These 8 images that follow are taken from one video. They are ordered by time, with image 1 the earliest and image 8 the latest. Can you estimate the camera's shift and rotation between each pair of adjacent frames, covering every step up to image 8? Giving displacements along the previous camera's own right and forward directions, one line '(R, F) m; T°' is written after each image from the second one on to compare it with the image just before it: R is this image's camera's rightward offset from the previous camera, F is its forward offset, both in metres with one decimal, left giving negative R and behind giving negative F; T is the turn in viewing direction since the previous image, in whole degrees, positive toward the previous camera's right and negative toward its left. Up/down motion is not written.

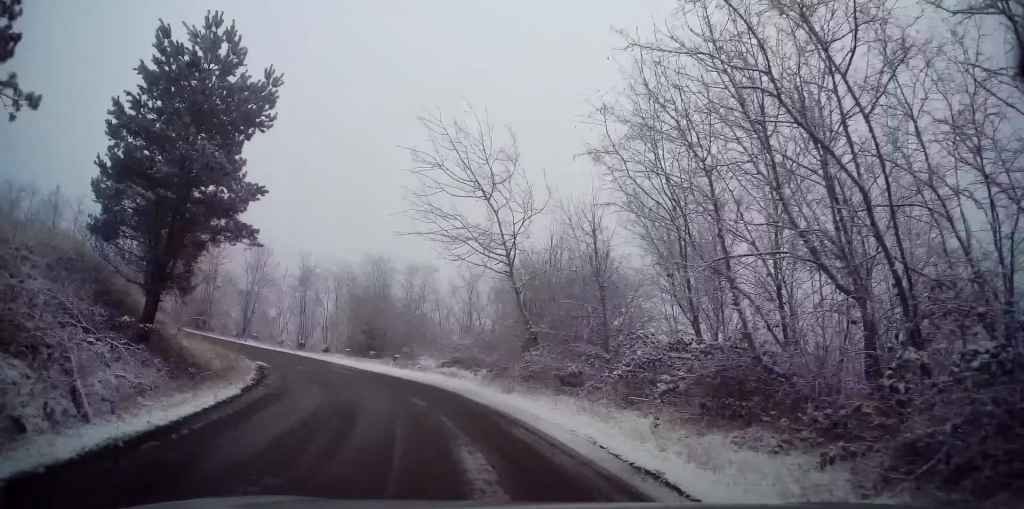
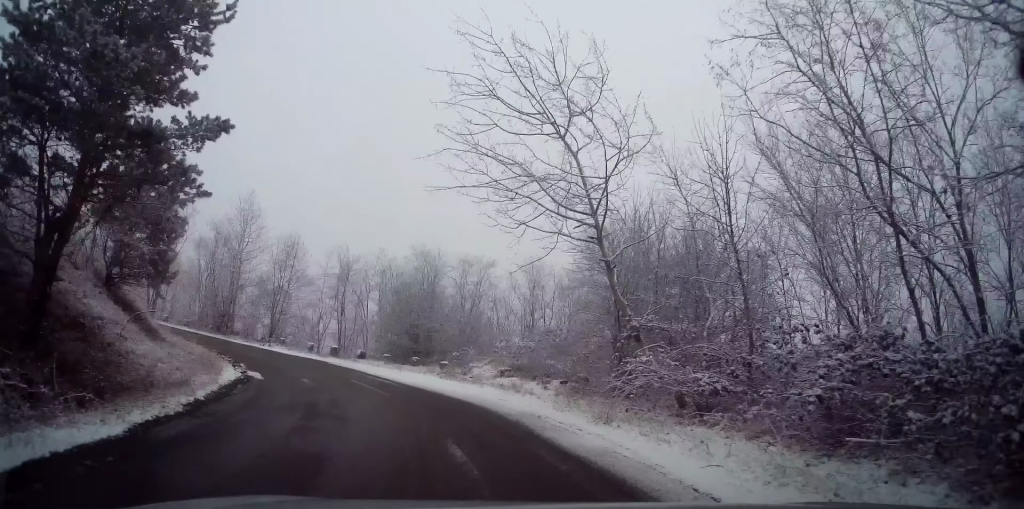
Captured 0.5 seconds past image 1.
(-0.7, +5.4) m; -6°
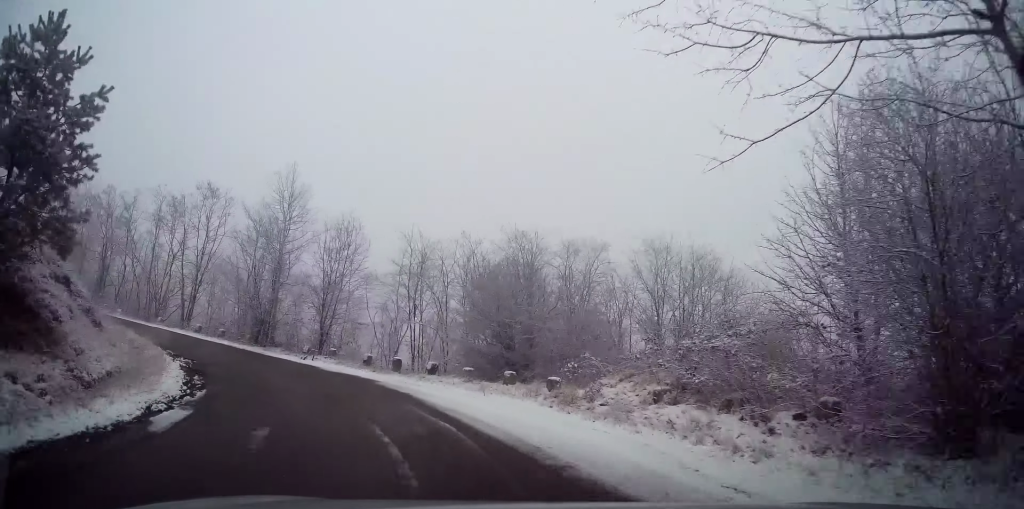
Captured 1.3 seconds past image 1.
(-0.7, +7.6) m; -11°
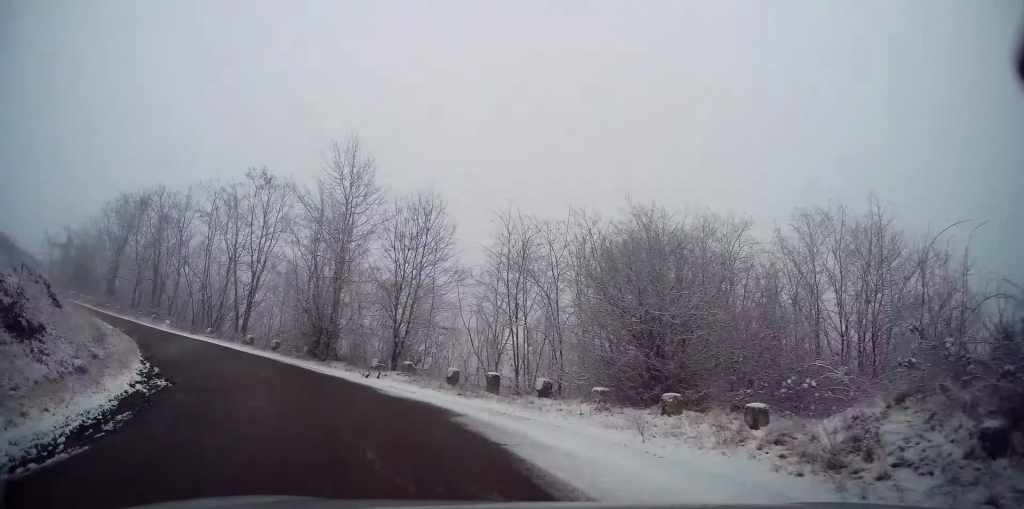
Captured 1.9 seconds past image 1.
(-0.1, +6.0) m; -10°
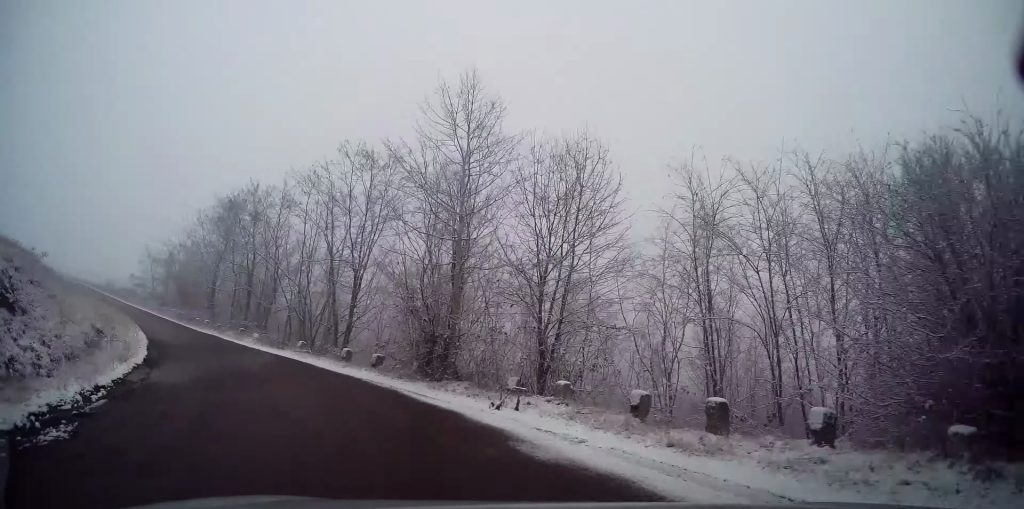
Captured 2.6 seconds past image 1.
(-1.1, +6.2) m; -14°
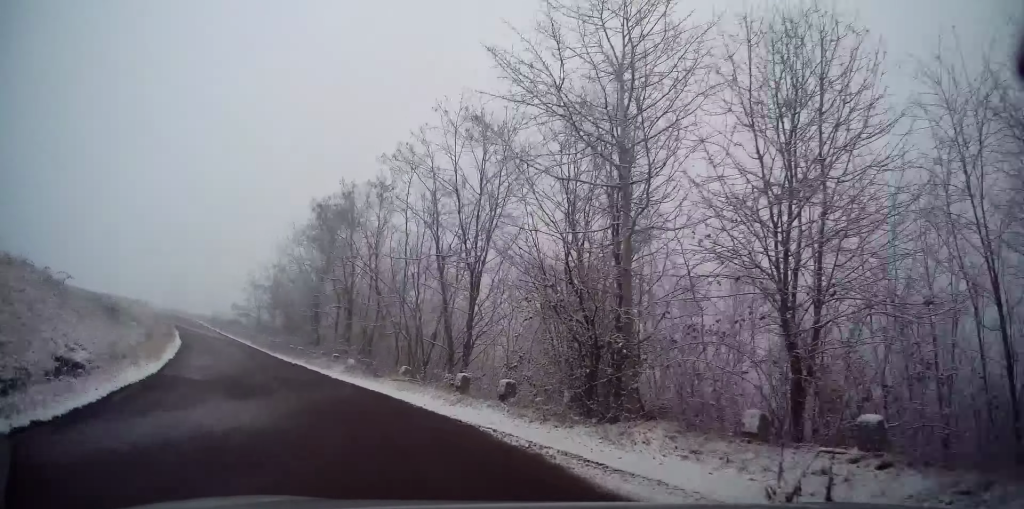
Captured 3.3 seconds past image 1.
(-0.7, +5.9) m; -14°
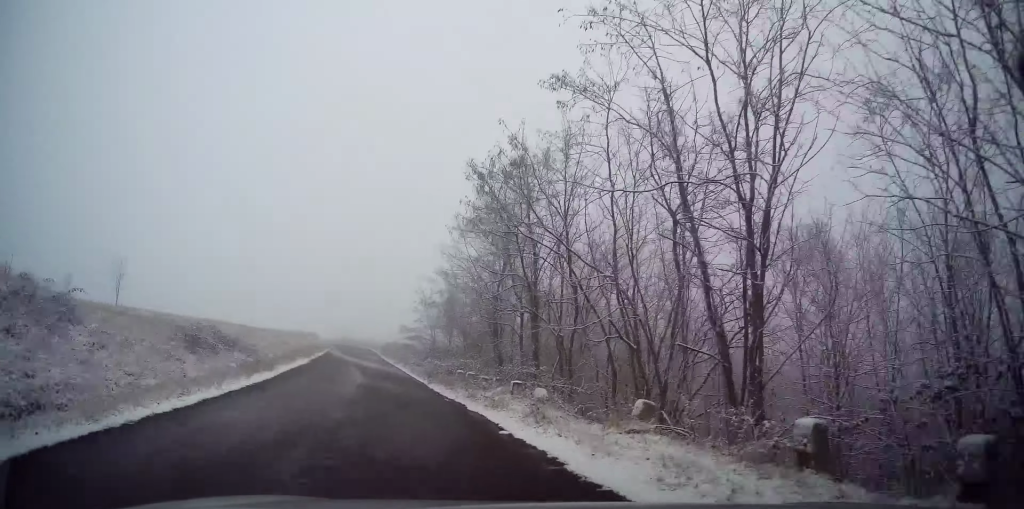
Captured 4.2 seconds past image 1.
(-1.1, +8.0) m; -17°
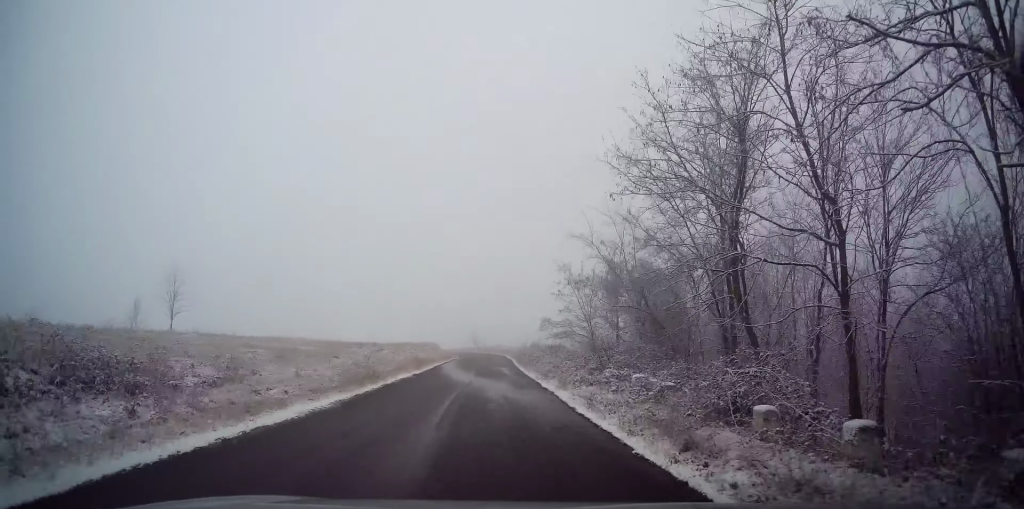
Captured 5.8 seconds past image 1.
(-3.2, +15.2) m; -15°
